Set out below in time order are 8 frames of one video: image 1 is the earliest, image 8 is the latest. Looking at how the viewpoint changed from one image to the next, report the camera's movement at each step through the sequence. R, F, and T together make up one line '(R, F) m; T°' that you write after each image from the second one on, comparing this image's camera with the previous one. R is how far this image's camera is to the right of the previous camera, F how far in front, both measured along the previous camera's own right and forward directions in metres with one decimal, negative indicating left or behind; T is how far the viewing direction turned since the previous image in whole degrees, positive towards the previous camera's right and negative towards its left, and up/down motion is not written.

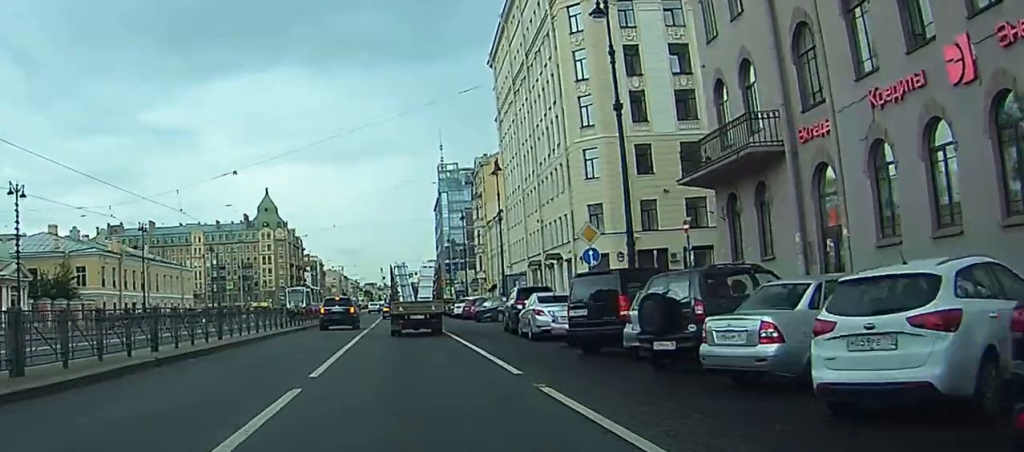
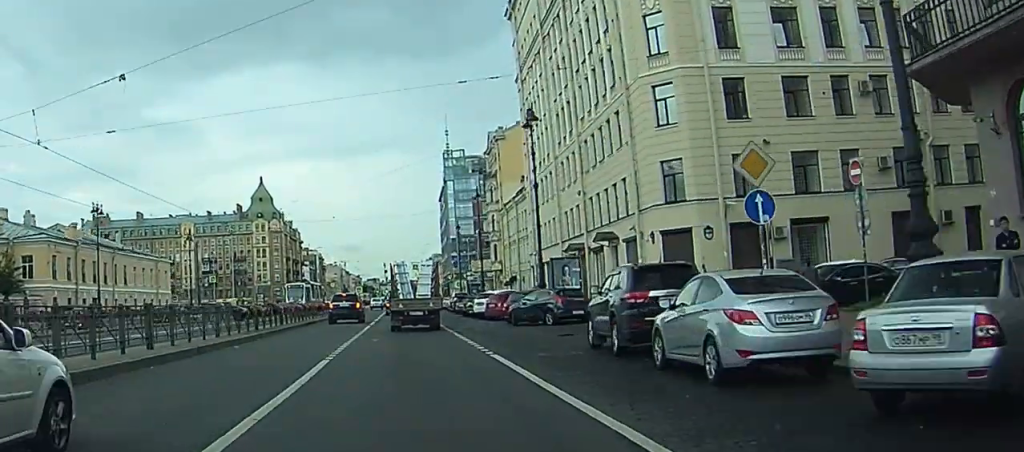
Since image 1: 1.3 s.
(+0.3, +16.0) m; +1°
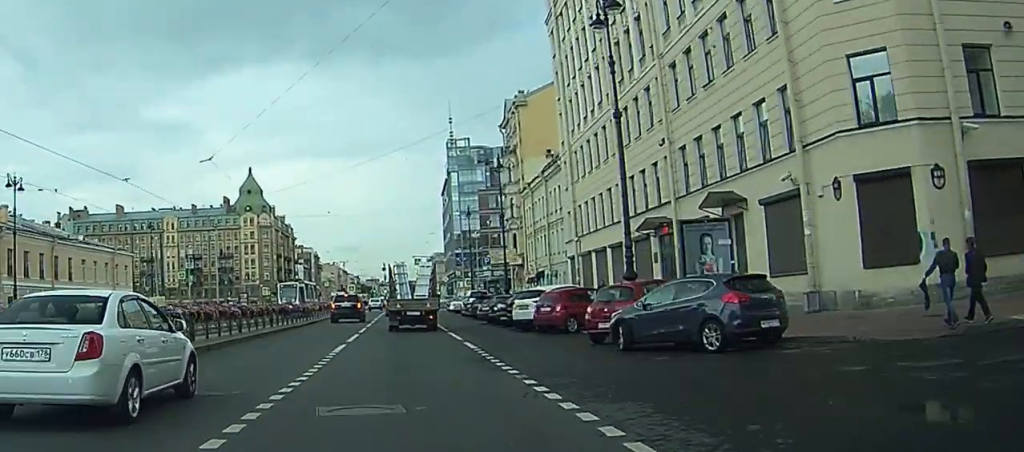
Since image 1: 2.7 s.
(-0.2, +18.5) m; 0°
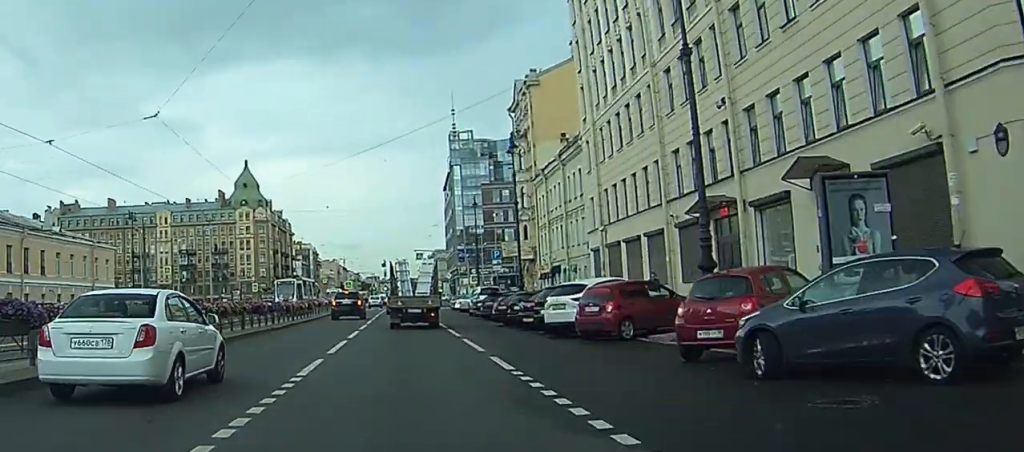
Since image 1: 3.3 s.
(0.0, +7.4) m; 0°
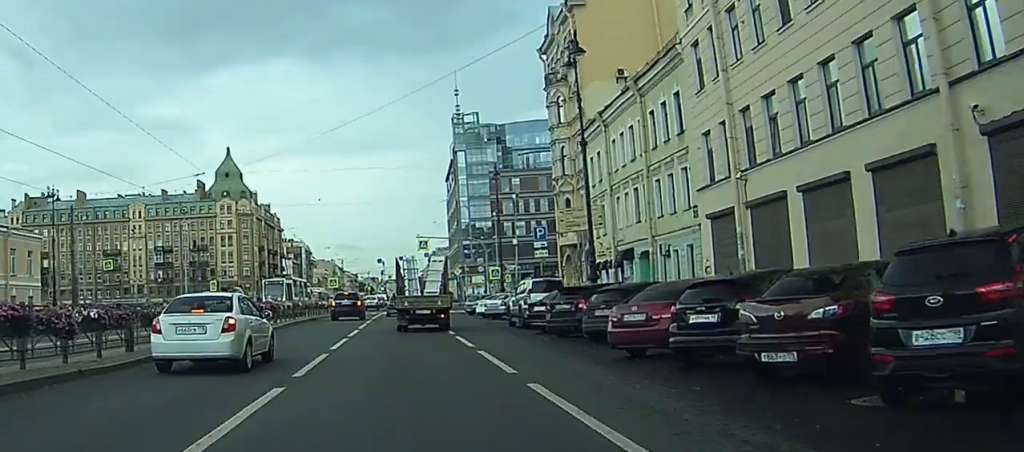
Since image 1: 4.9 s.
(+0.2, +22.1) m; 0°
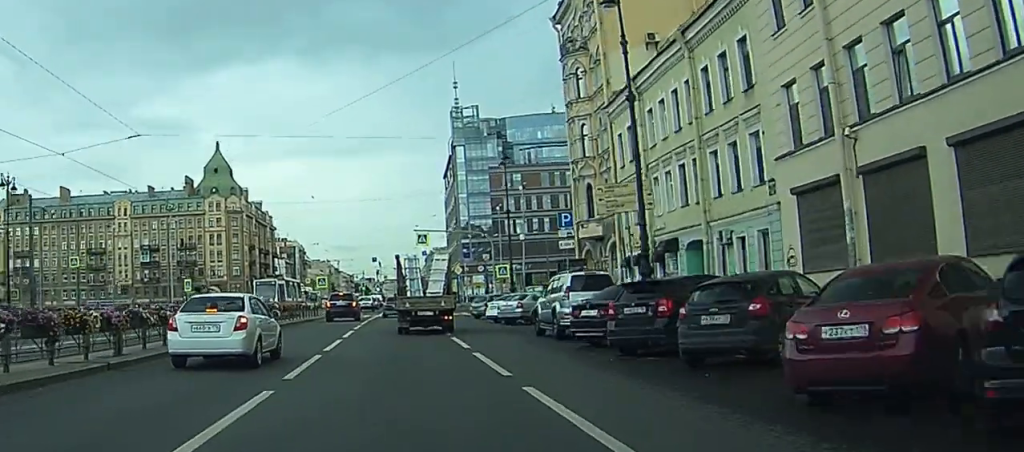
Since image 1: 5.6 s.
(0.0, +8.4) m; 0°
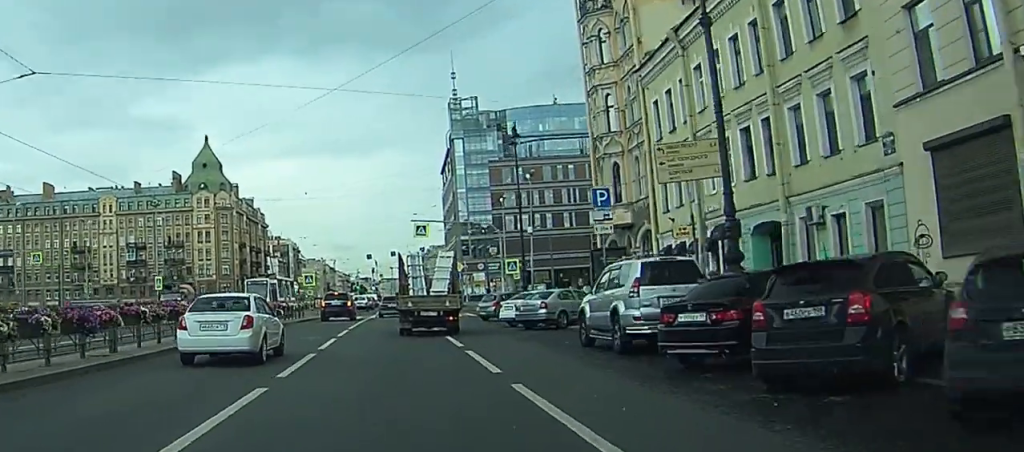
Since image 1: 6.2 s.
(-0.1, +8.0) m; 0°
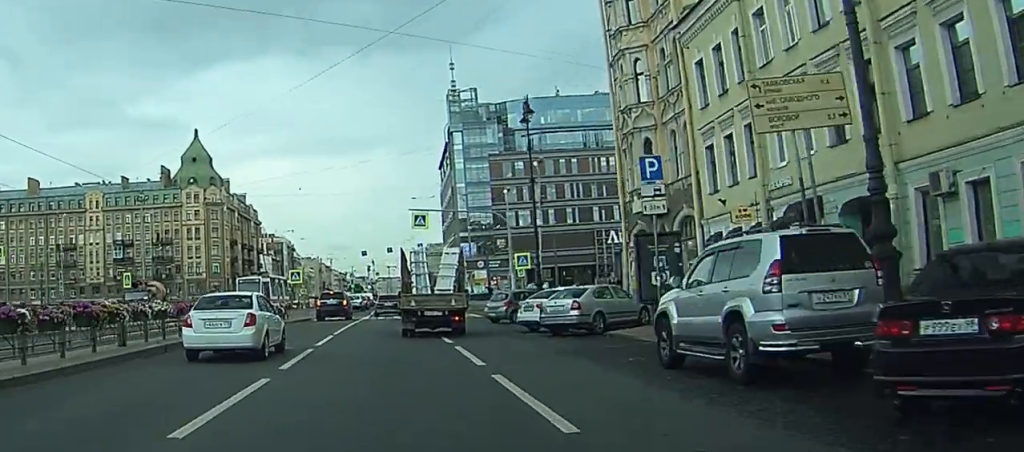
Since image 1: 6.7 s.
(0.0, +7.0) m; 0°
